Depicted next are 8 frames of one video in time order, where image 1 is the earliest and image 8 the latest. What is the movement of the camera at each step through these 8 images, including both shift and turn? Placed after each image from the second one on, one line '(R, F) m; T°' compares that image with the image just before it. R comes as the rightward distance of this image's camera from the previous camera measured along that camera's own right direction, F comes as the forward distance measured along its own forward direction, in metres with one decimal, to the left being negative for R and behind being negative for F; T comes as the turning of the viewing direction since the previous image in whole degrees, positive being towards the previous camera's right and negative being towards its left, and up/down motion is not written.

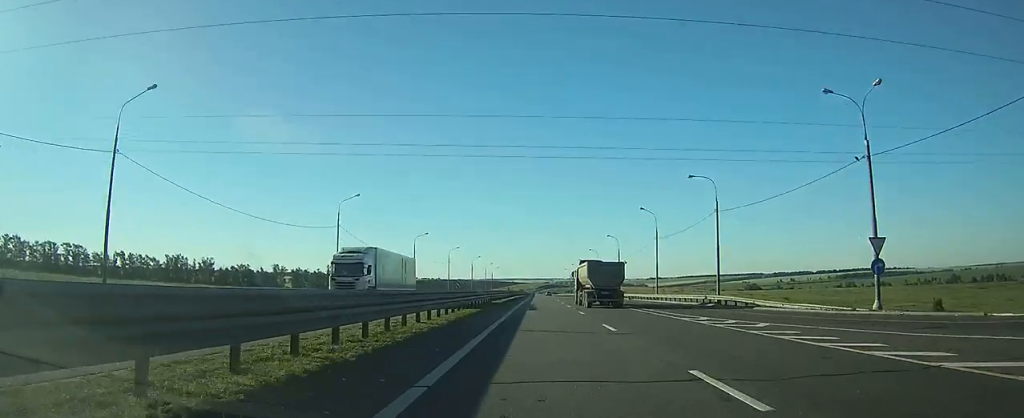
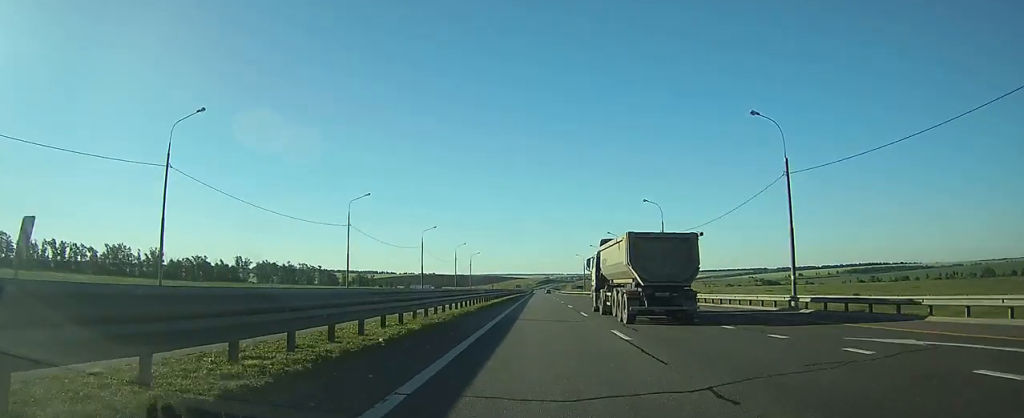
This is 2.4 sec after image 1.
(-0.2, +75.7) m; 0°
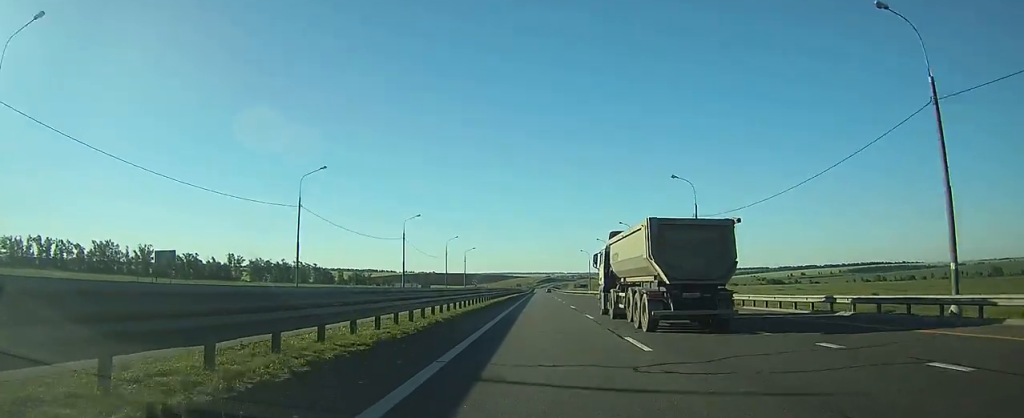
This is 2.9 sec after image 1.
(0.0, +14.7) m; 0°
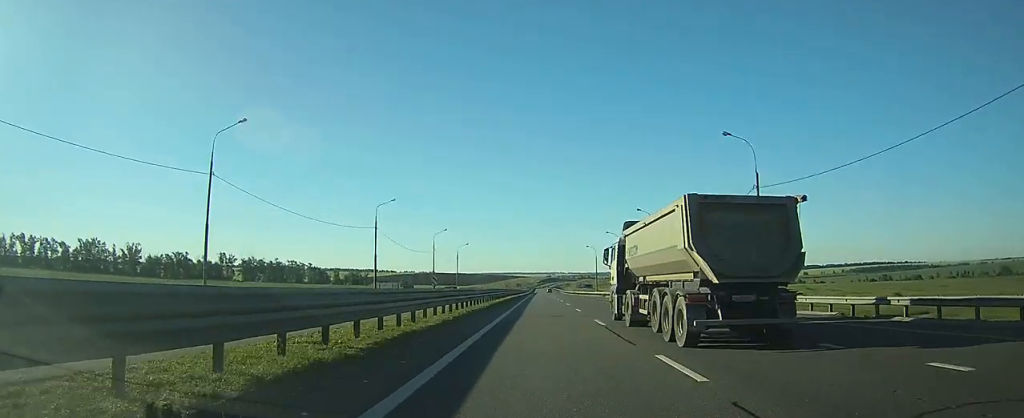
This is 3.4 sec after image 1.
(0.0, +15.8) m; 0°
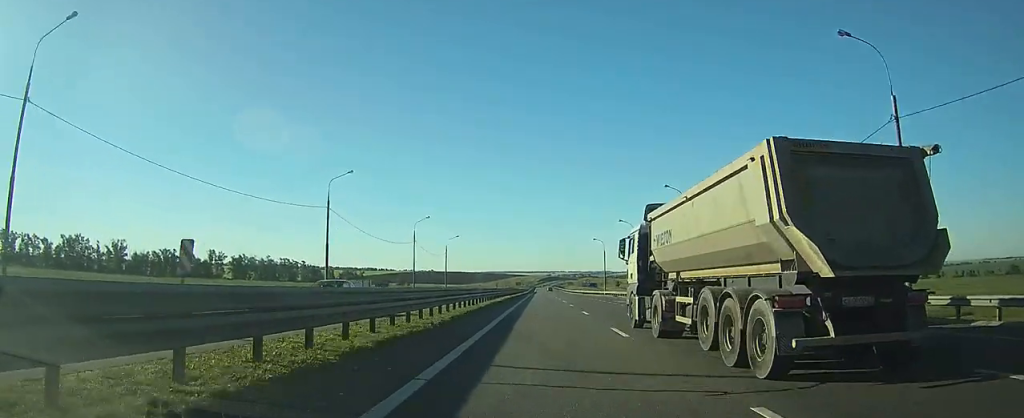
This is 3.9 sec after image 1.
(0.0, +16.9) m; 0°
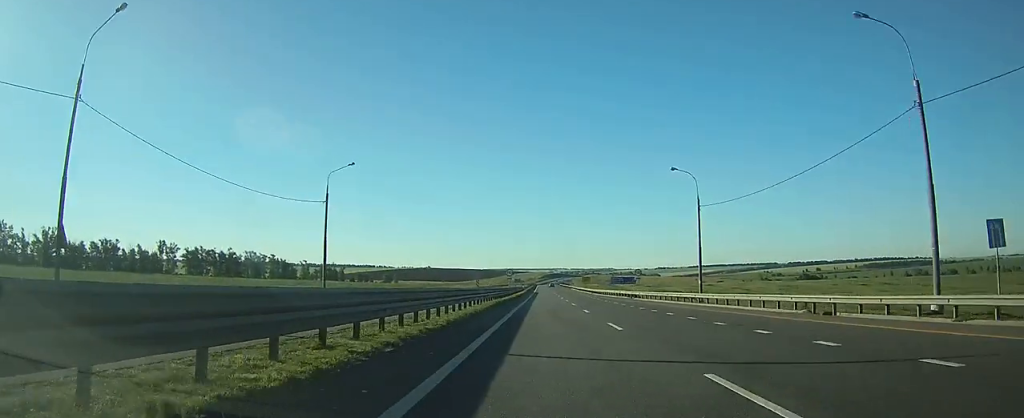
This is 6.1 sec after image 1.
(-0.1, +69.4) m; 0°
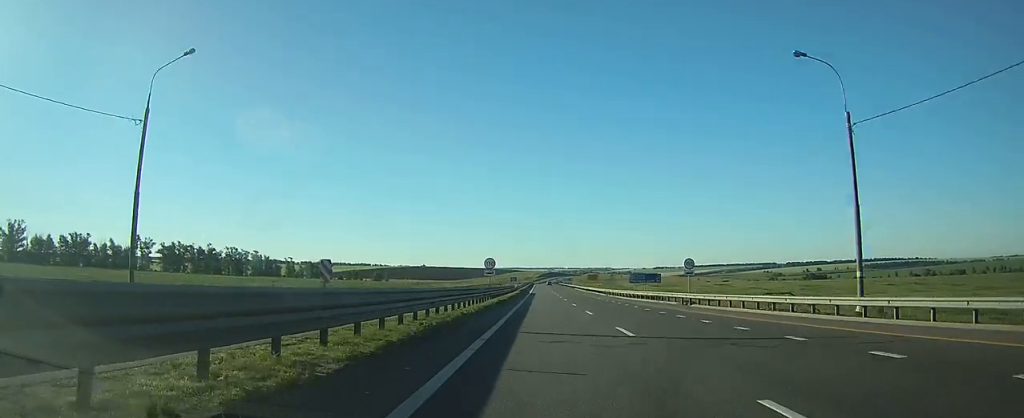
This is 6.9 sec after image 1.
(0.0, +26.0) m; 0°
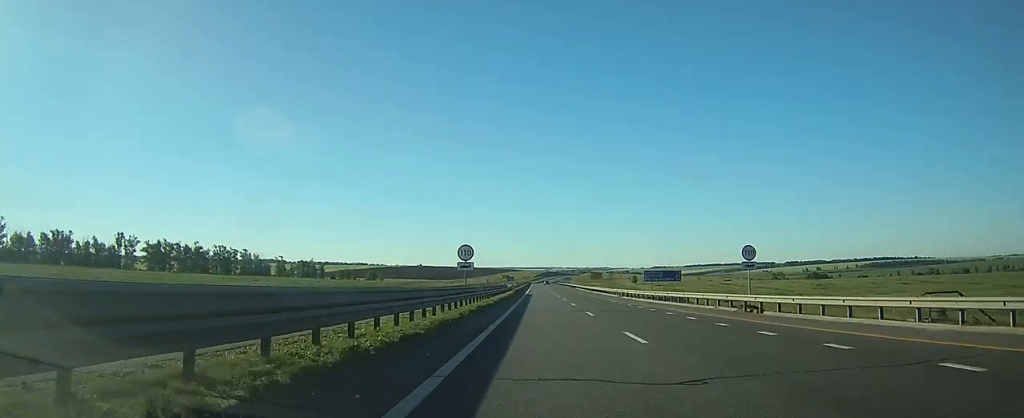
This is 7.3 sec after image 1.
(0.0, +14.1) m; 0°
